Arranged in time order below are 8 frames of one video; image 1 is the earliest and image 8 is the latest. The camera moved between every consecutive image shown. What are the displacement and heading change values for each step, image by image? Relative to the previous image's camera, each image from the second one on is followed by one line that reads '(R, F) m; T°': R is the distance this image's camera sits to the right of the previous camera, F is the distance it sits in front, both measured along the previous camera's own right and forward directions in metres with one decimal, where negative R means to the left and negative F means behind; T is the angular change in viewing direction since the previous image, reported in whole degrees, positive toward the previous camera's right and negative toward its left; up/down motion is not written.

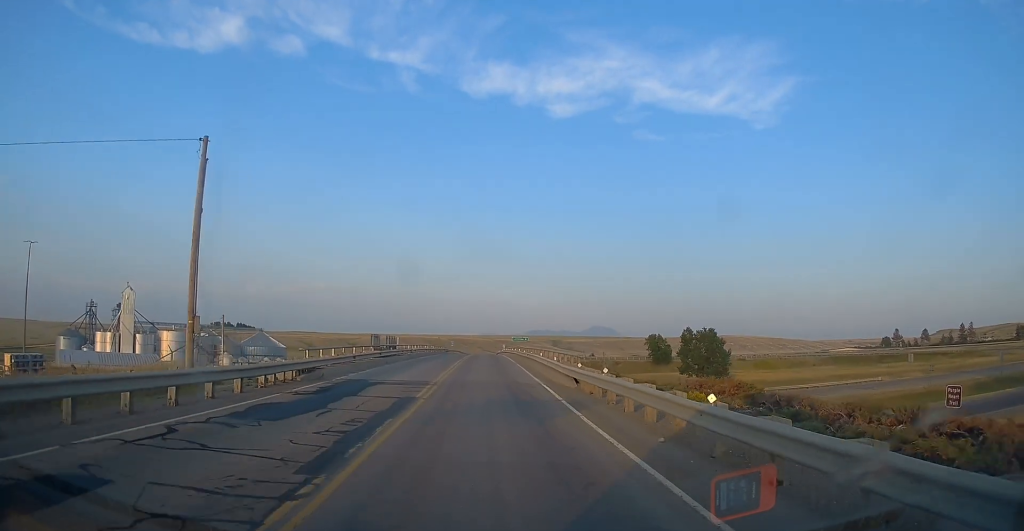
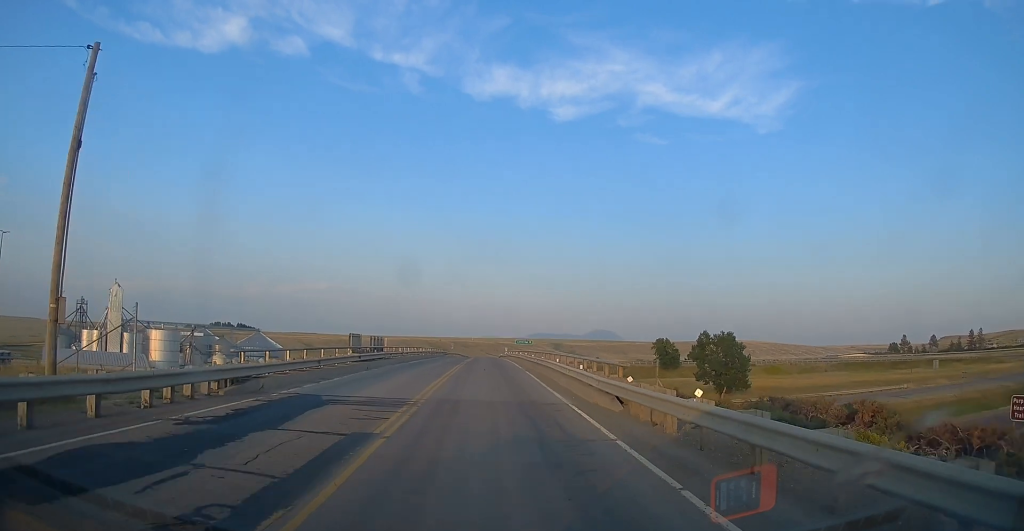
(+0.1, +7.0) m; +1°
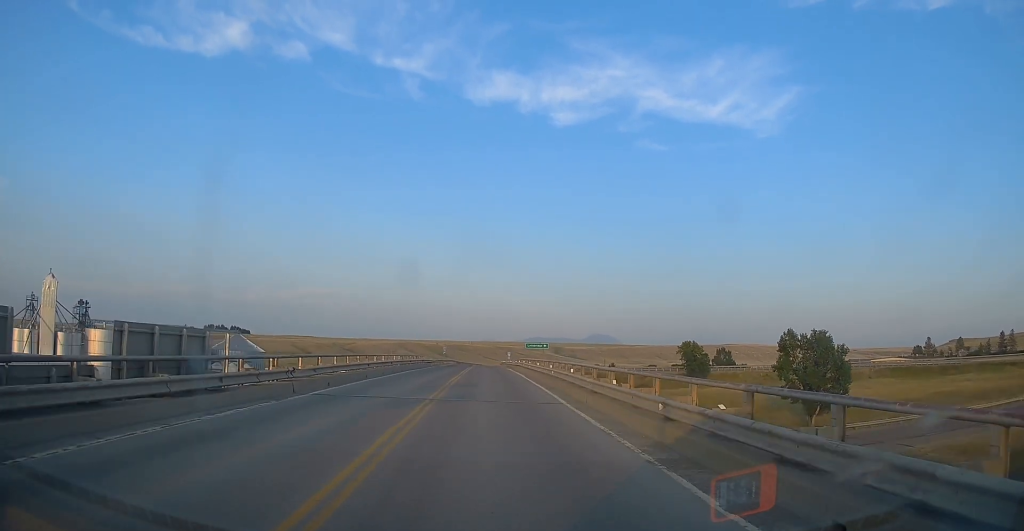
(-0.2, +27.2) m; -2°
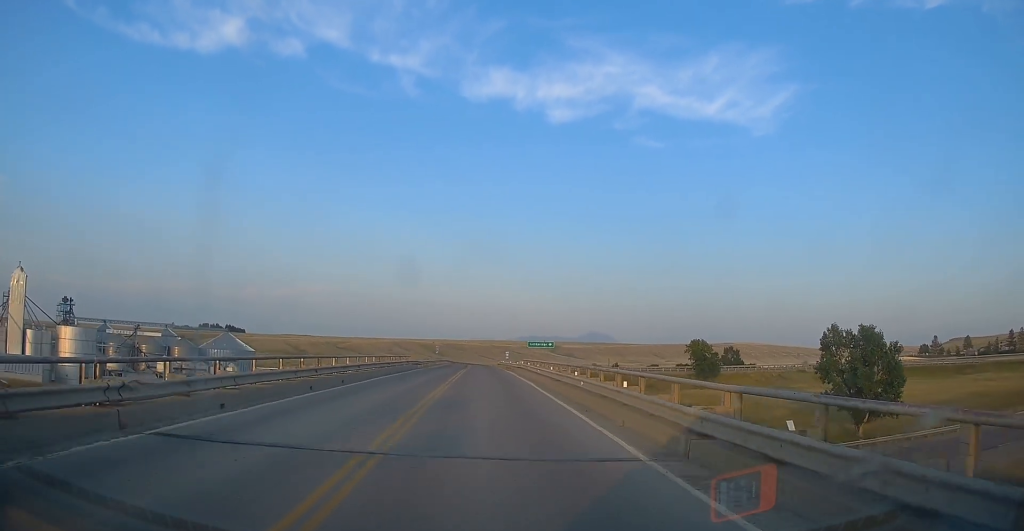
(-0.3, +9.6) m; 0°
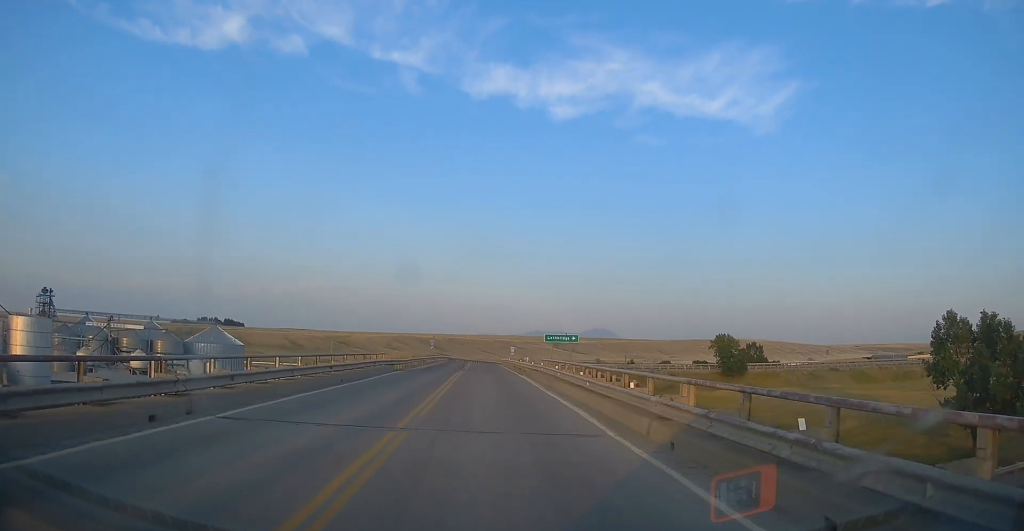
(+0.4, +16.0) m; +2°
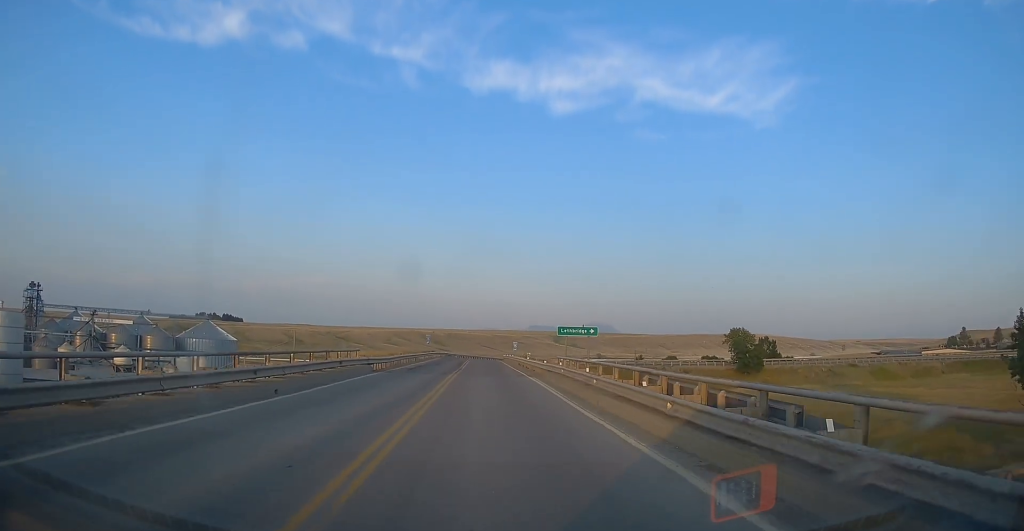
(0.0, +8.6) m; 0°
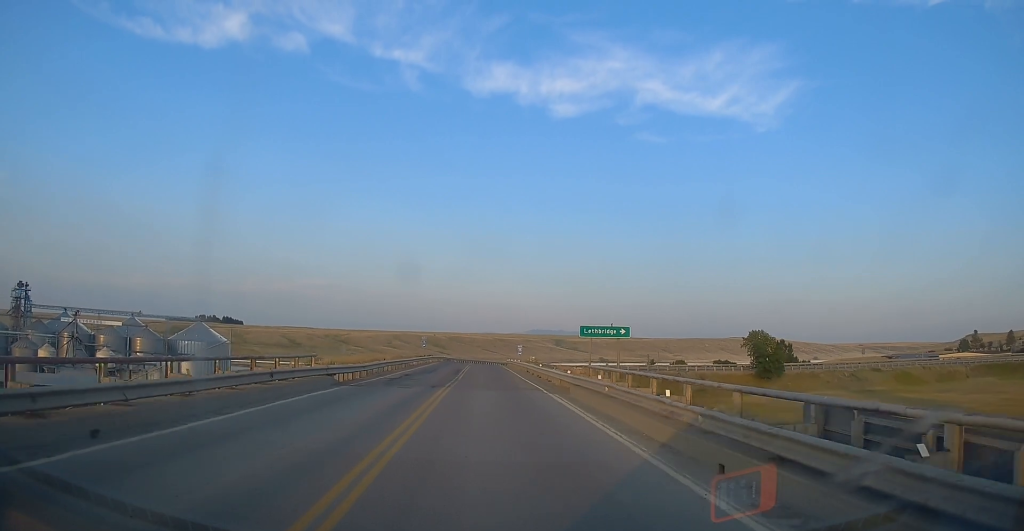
(0.0, +9.1) m; -1°
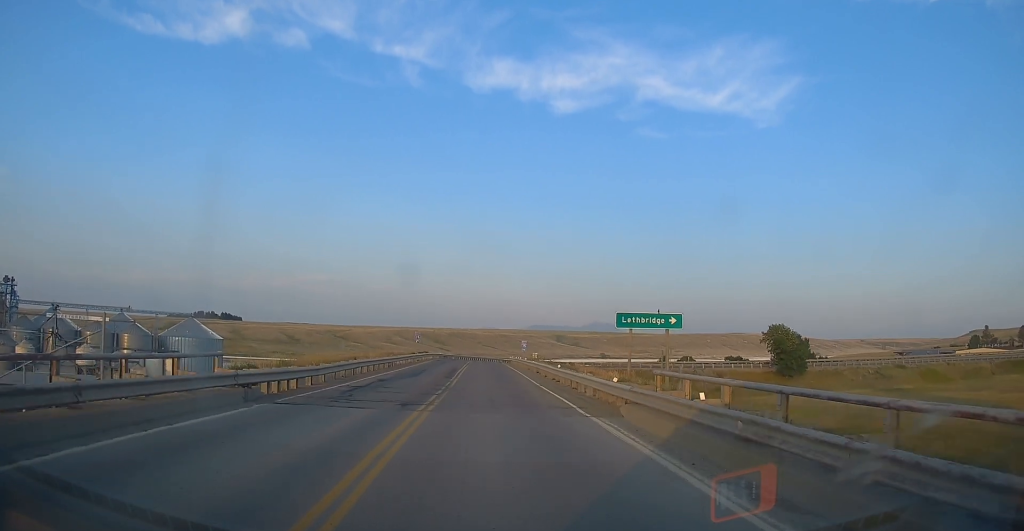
(+0.1, +9.1) m; -1°
